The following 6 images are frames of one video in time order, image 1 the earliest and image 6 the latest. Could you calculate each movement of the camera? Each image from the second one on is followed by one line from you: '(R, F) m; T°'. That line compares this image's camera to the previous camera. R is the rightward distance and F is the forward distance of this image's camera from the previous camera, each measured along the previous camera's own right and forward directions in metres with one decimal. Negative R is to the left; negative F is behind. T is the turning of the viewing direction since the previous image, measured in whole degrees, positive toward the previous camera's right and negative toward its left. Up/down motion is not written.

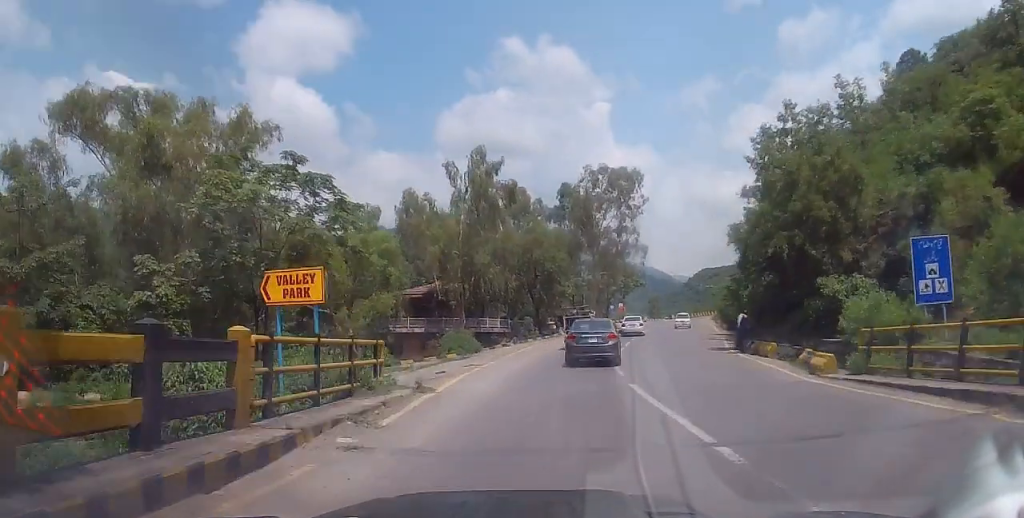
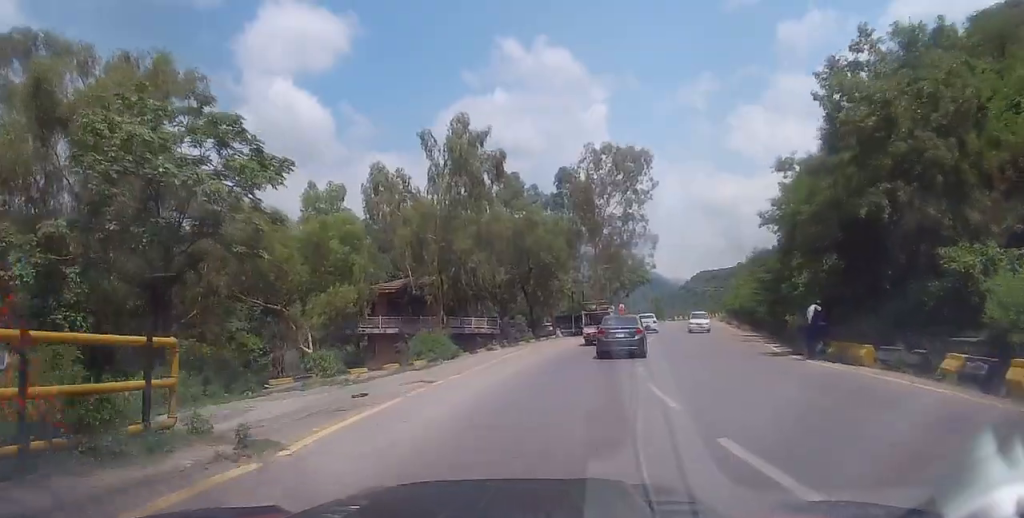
(-0.2, +7.6) m; -1°
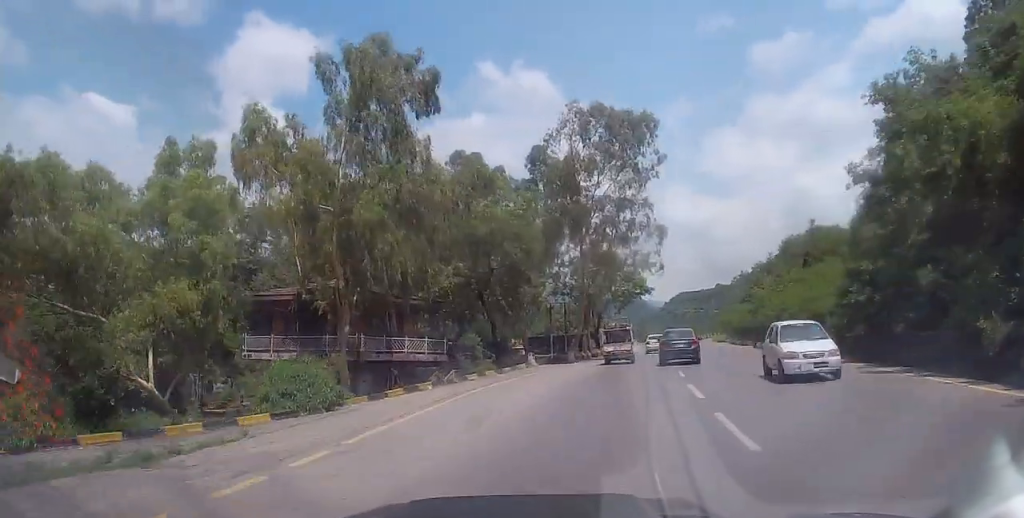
(-0.2, +14.2) m; +1°
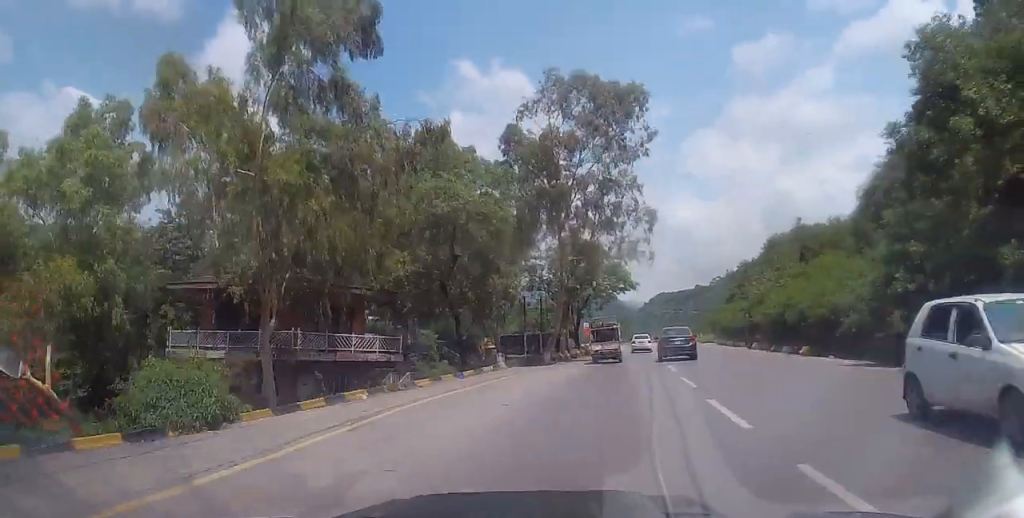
(+0.2, +4.8) m; +2°
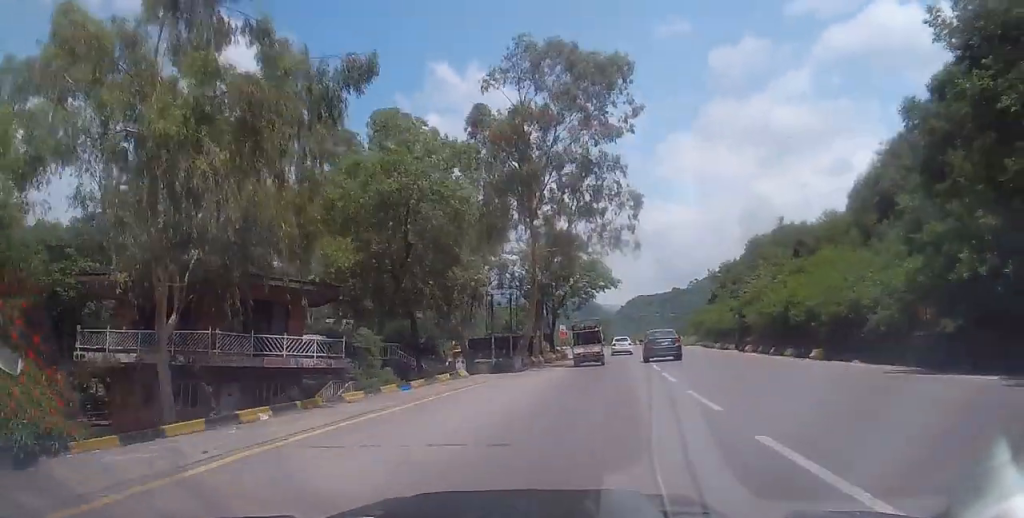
(0.0, +4.4) m; +2°
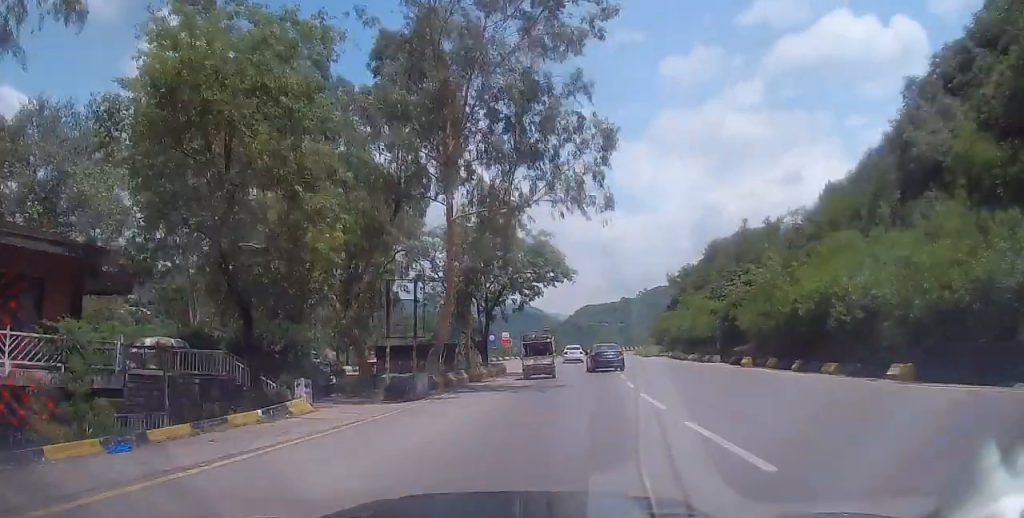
(+0.4, +10.8) m; +2°
